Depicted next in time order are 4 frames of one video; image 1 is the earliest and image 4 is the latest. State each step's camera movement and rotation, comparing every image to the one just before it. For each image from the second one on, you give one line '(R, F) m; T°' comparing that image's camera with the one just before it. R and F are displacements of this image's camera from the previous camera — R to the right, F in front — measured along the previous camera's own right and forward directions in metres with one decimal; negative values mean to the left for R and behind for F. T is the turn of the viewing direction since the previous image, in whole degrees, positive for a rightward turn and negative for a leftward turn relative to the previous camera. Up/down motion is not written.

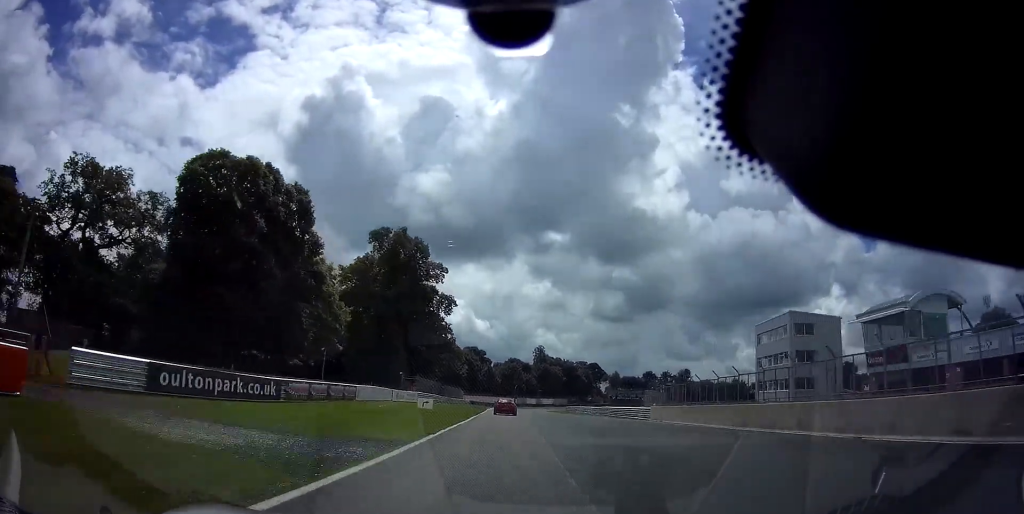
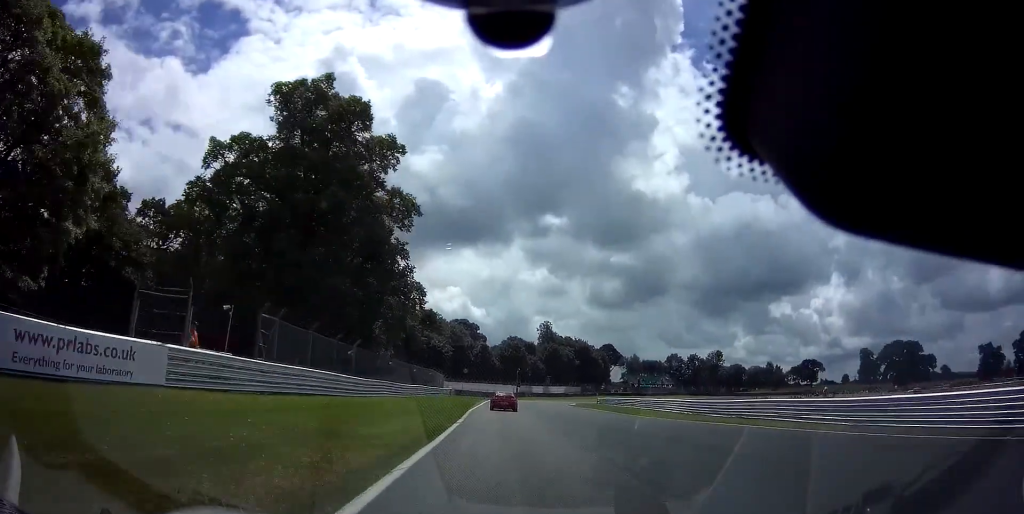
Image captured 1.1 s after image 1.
(-0.1, +41.6) m; 0°
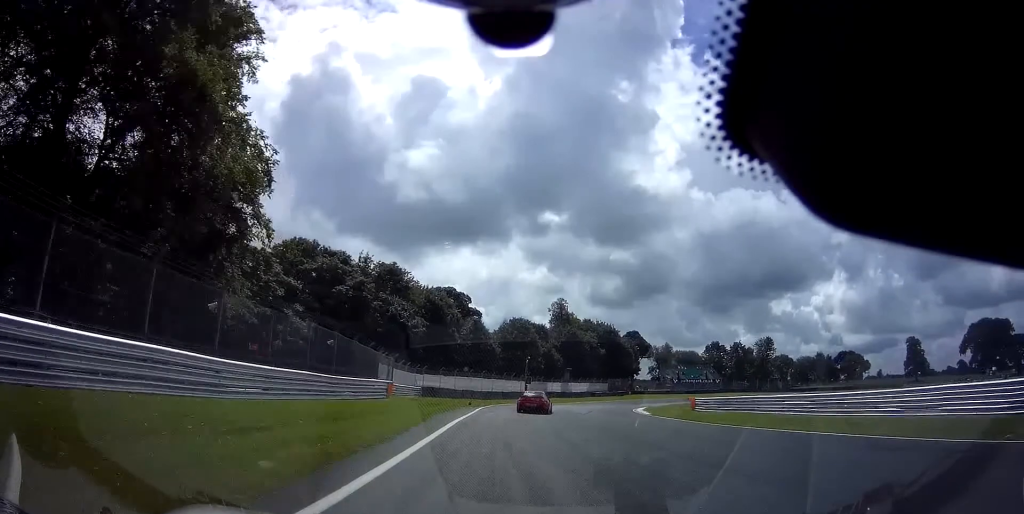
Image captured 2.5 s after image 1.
(+0.4, +43.0) m; +3°
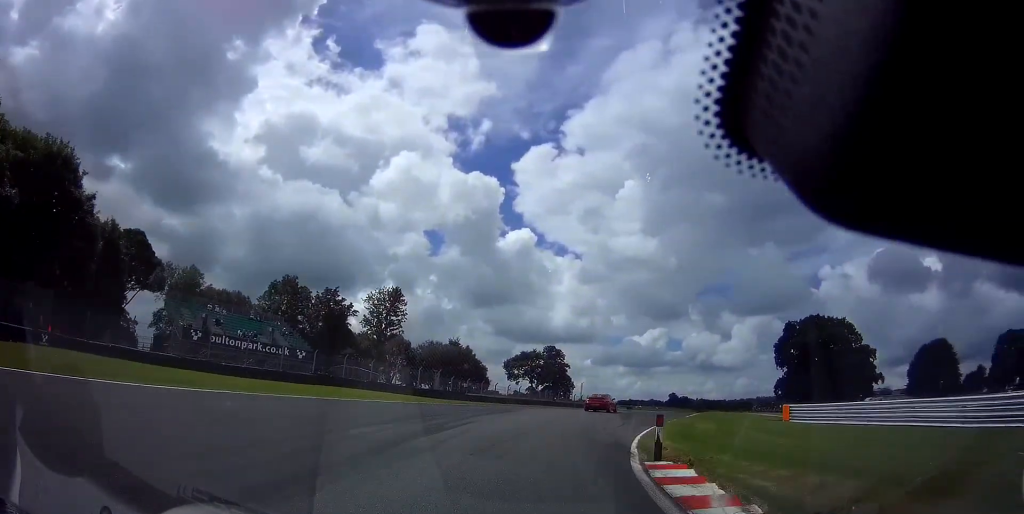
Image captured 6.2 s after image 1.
(+30.1, +86.3) m; +49°
